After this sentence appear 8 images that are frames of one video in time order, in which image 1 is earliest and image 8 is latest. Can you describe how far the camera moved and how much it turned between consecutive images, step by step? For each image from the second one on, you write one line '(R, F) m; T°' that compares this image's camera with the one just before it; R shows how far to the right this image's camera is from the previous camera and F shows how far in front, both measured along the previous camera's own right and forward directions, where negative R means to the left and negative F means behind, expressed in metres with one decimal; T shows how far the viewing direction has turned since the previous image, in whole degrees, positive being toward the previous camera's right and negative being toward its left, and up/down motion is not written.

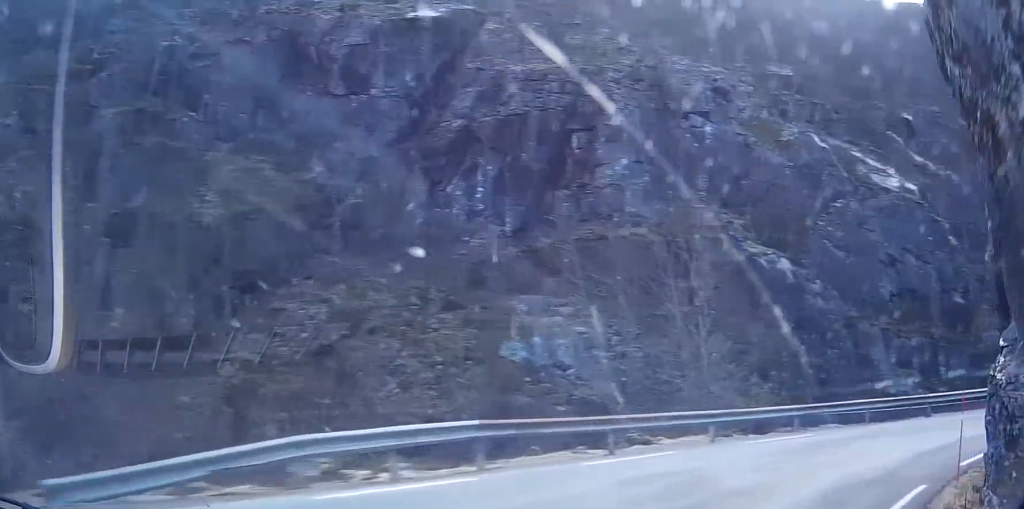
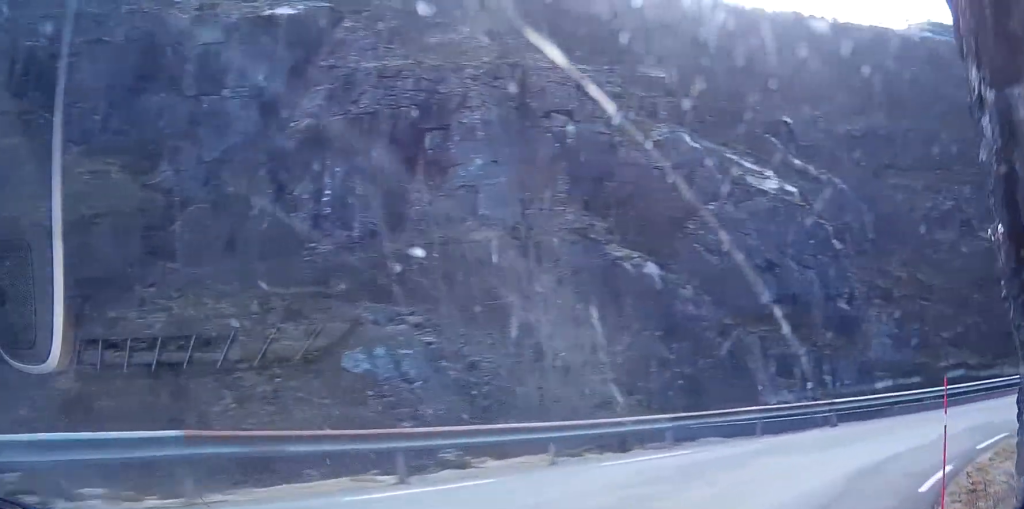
(+1.0, +4.6) m; +10°
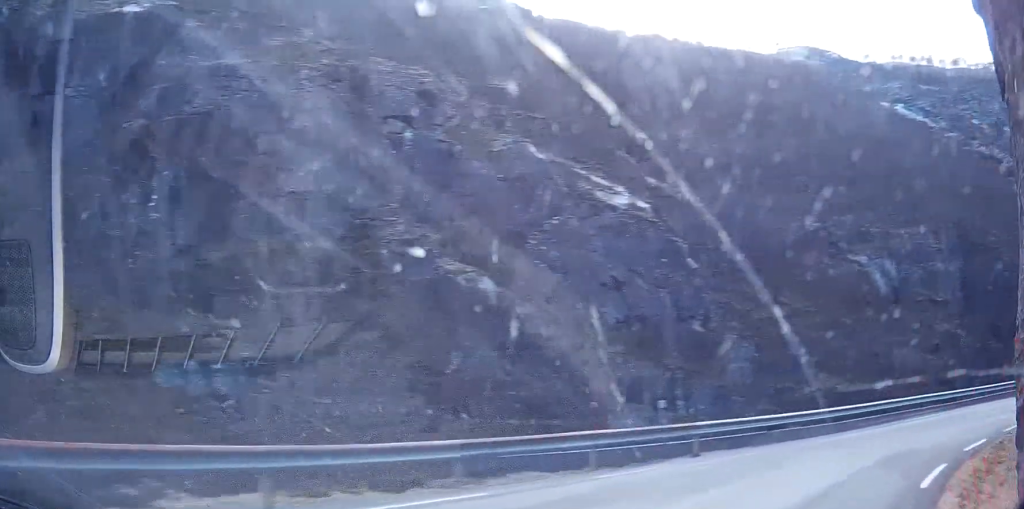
(+0.2, +5.0) m; +2°
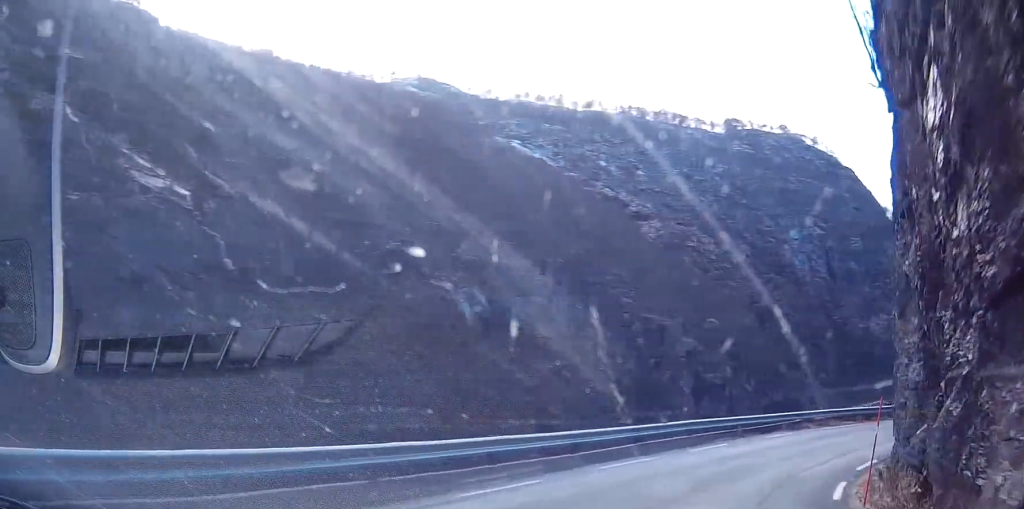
(0.0, +16.2) m; +1°
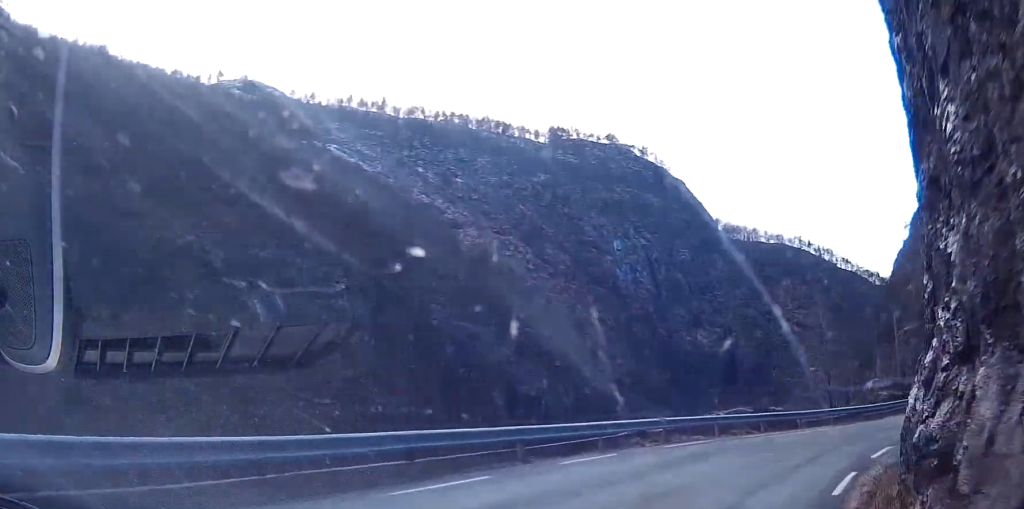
(+0.2, +10.0) m; +1°
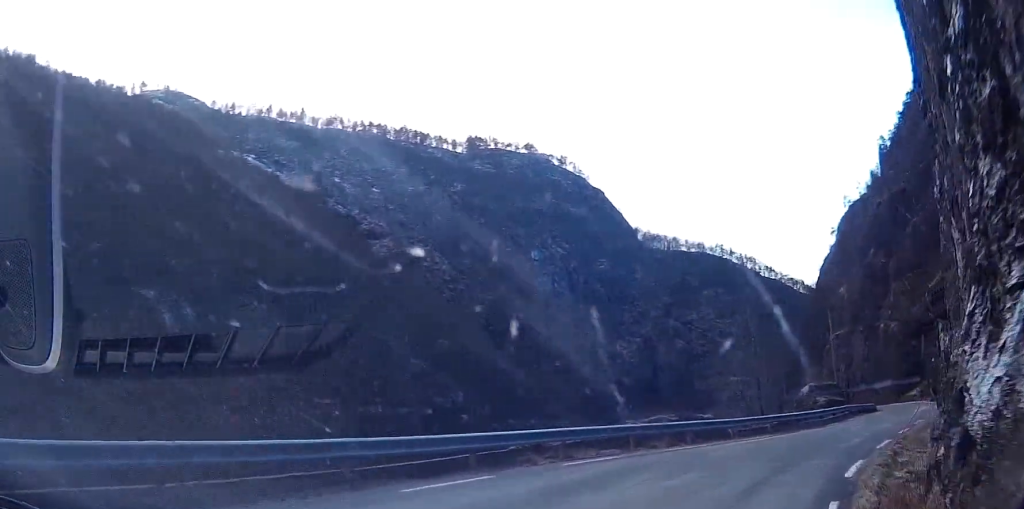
(+0.1, +4.1) m; 0°
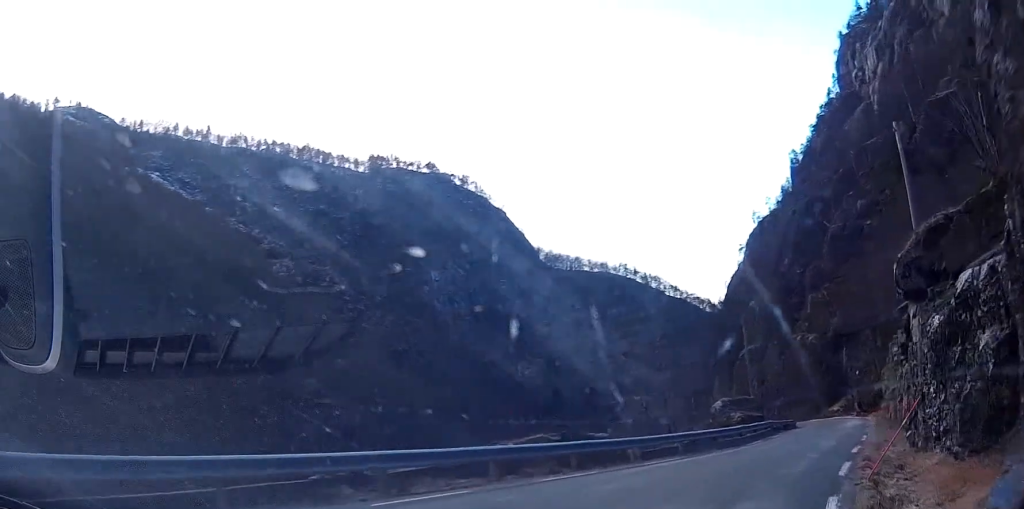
(-0.3, +4.9) m; +13°
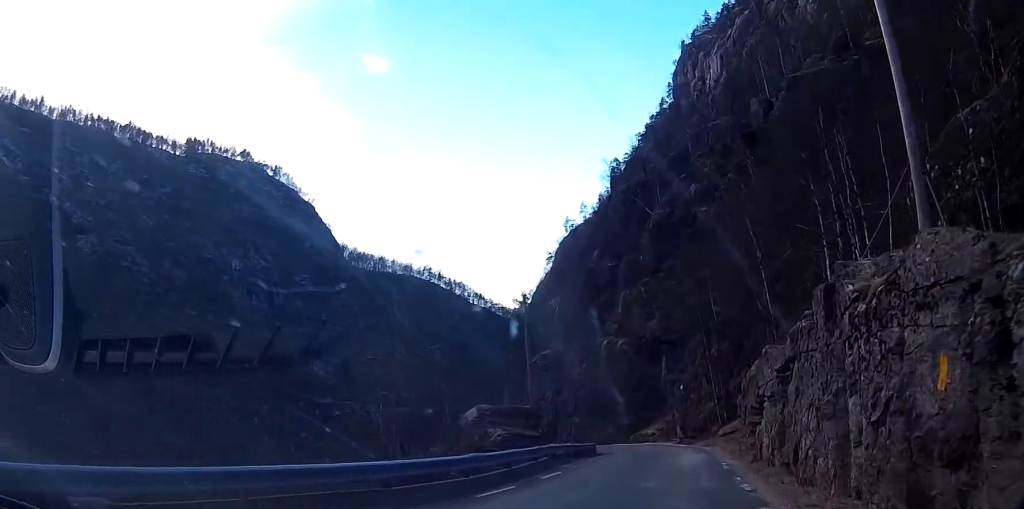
(+6.3, +13.5) m; +45°
